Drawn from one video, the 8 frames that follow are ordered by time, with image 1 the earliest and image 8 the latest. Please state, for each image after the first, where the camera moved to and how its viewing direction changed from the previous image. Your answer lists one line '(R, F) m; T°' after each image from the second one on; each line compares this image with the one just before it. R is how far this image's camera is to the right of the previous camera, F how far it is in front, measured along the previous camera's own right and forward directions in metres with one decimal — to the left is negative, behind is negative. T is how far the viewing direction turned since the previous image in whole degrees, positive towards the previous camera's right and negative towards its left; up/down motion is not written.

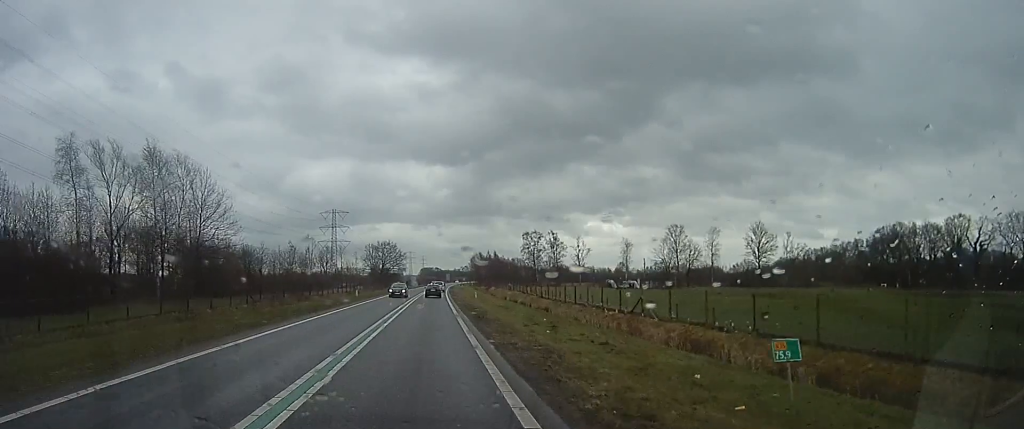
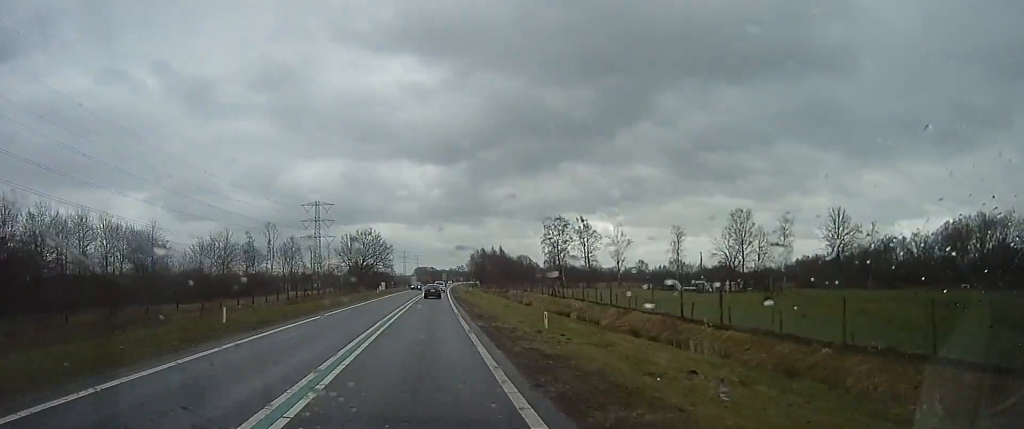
(+1.6, +35.2) m; +4°
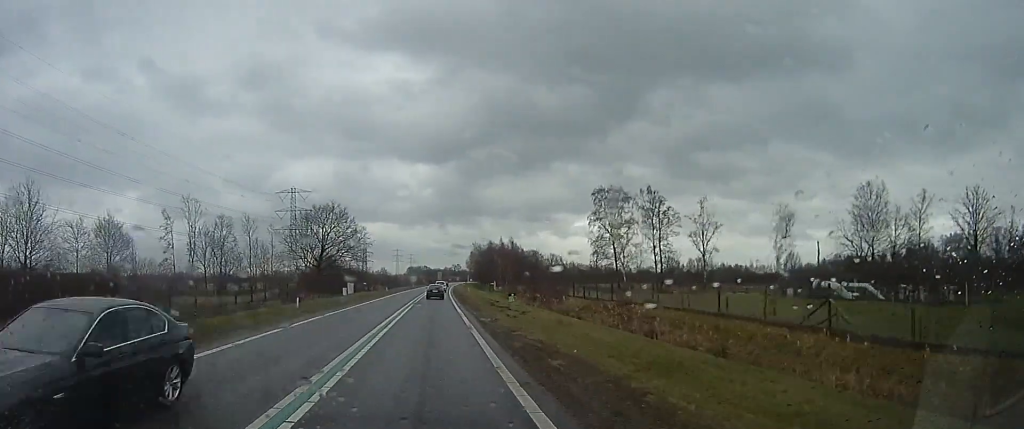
(+0.3, +40.6) m; +1°
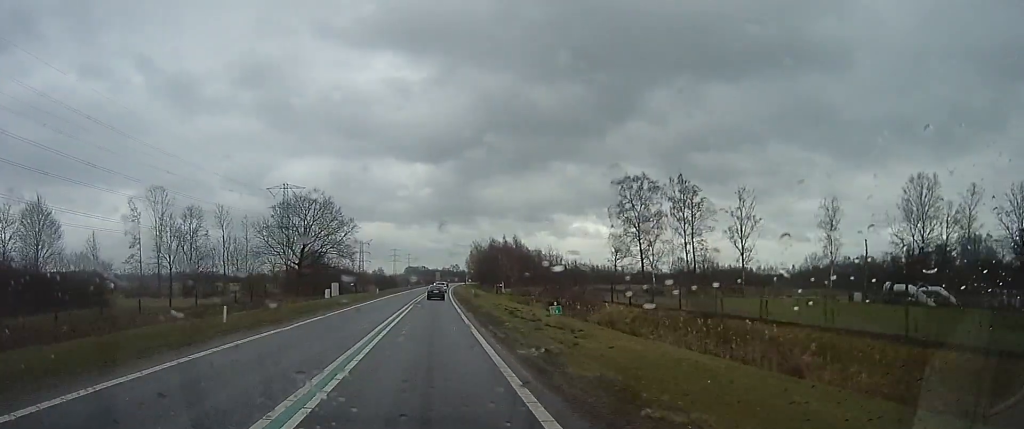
(0.0, +11.0) m; 0°
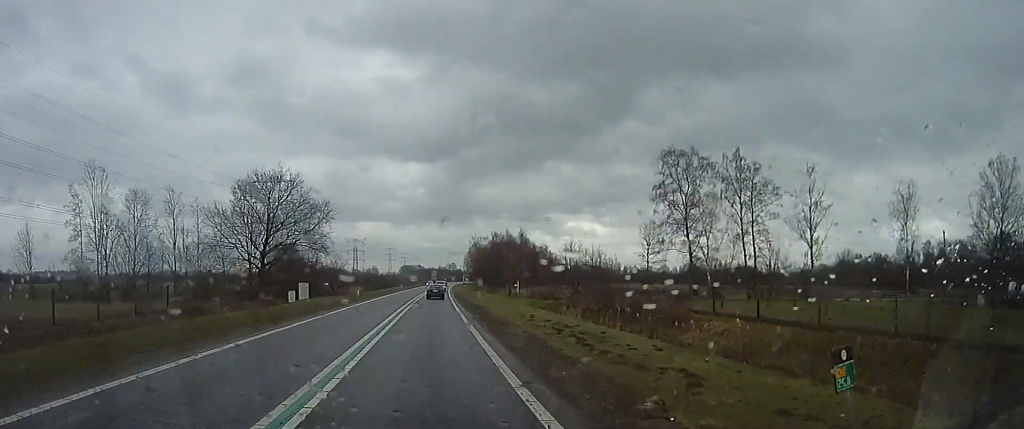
(+0.1, +14.8) m; 0°
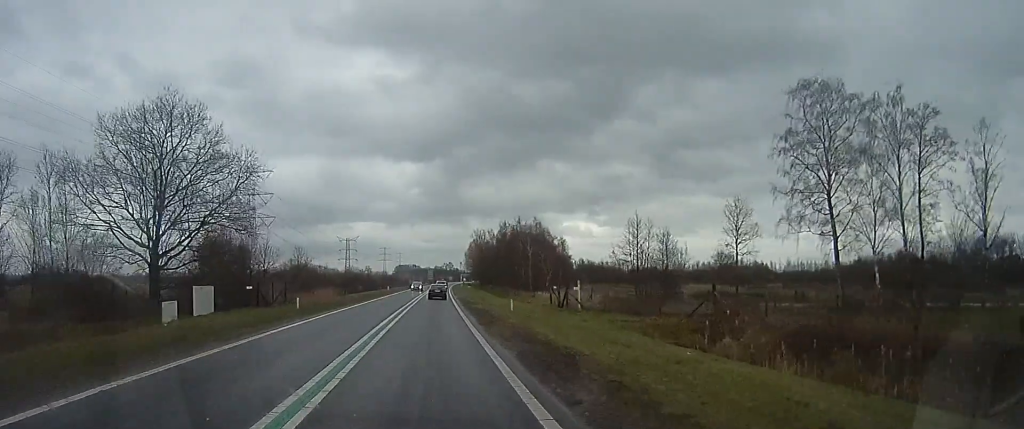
(+0.1, +23.3) m; 0°
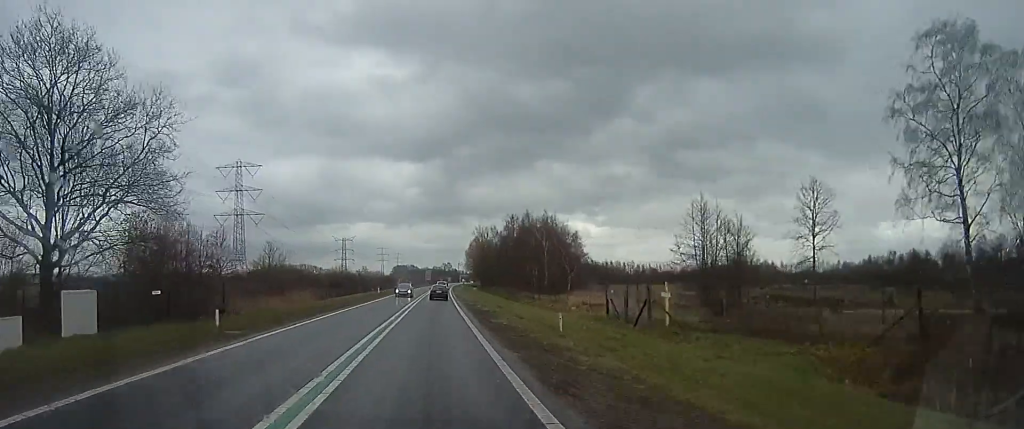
(-0.1, +11.9) m; 0°
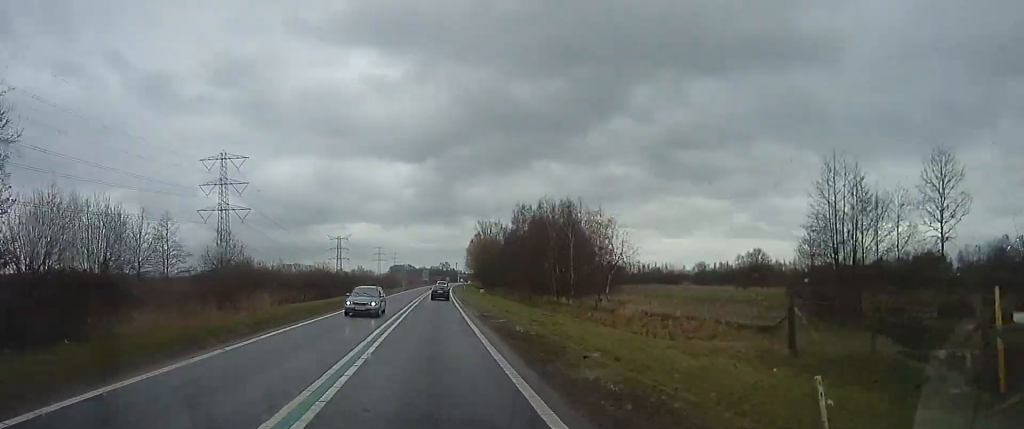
(0.0, +13.3) m; +3°
